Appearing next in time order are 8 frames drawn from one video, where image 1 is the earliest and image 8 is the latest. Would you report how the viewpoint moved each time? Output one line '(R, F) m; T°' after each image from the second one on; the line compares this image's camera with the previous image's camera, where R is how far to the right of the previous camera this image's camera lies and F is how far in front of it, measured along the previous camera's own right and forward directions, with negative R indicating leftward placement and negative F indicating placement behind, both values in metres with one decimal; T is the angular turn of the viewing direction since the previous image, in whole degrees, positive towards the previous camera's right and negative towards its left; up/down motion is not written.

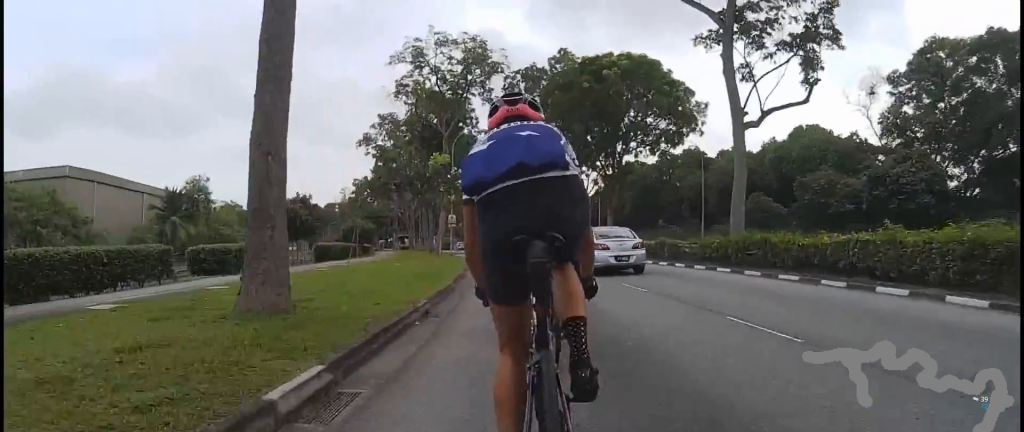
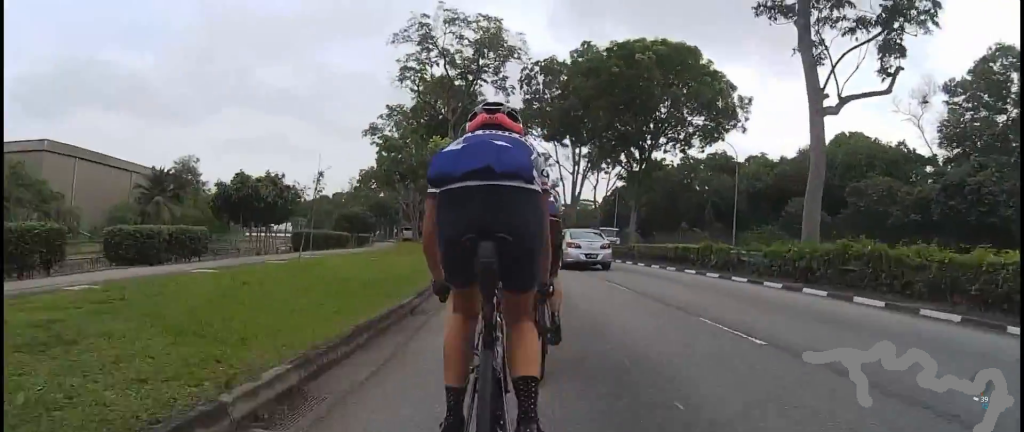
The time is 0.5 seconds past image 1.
(-0.1, +5.5) m; -2°
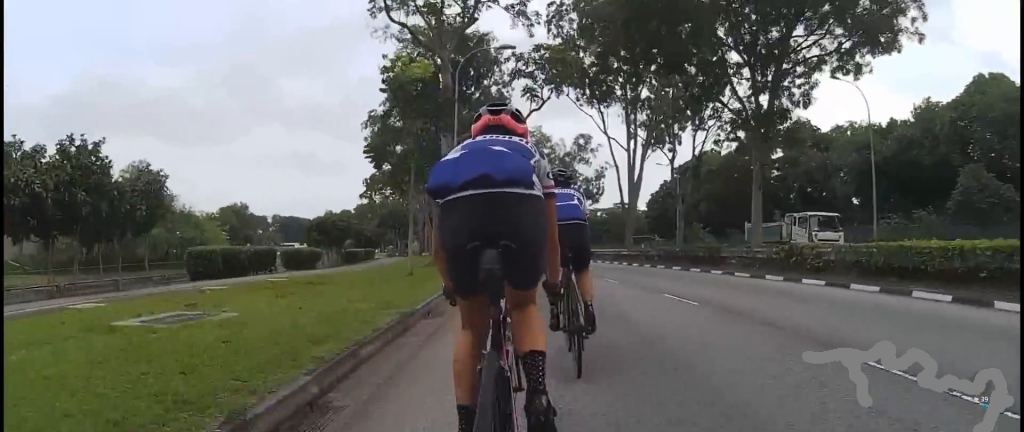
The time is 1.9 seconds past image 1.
(-1.7, +15.5) m; -7°
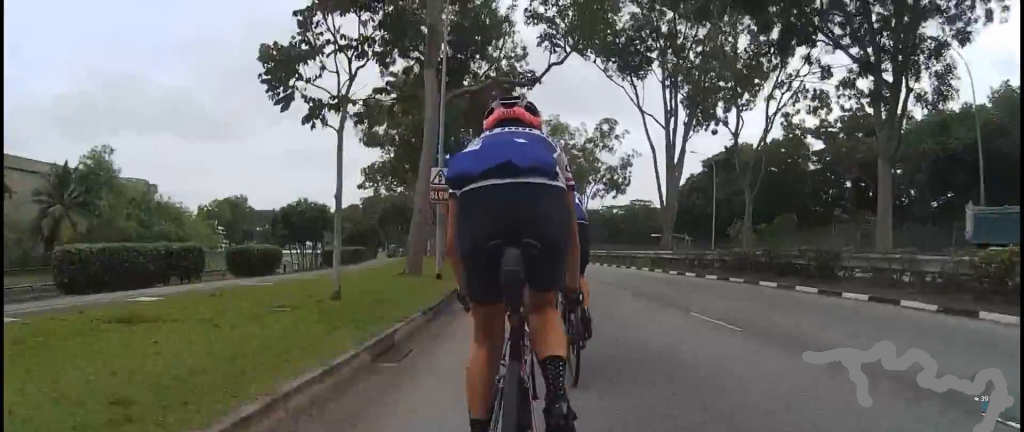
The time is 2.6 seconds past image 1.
(0.0, +7.7) m; +1°
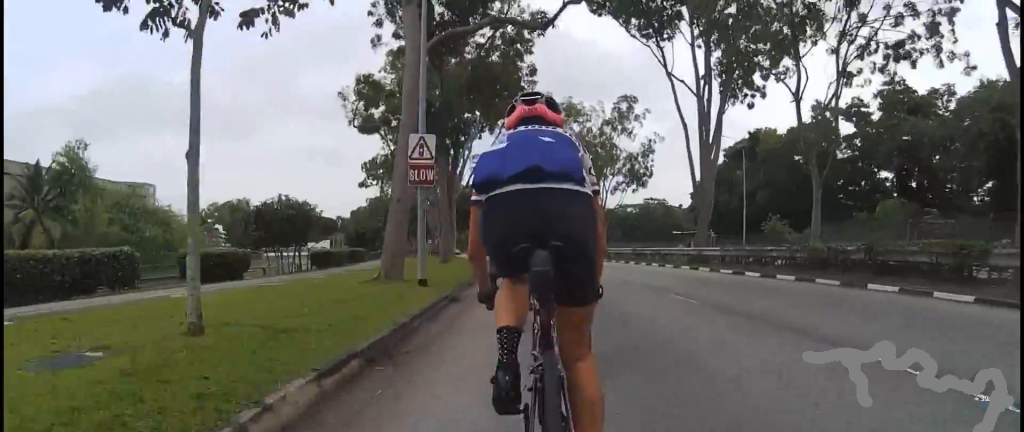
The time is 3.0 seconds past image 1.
(+0.1, +4.7) m; +1°
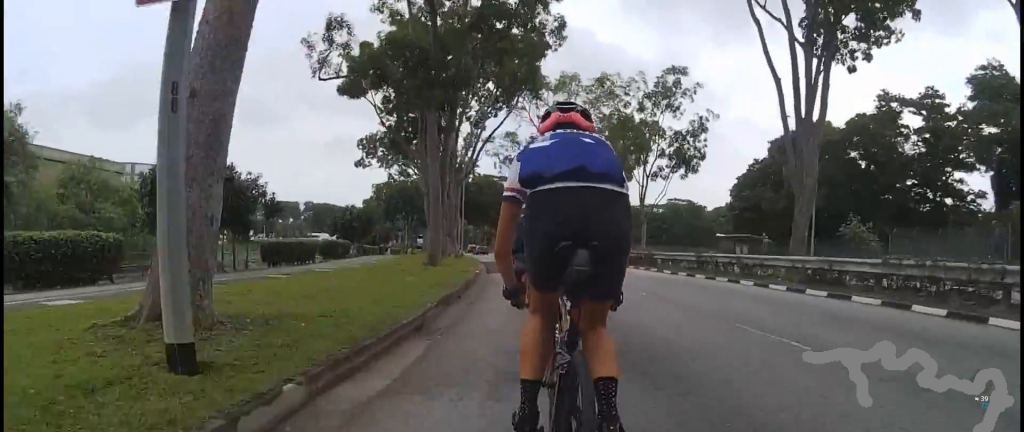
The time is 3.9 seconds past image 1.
(0.0, +9.3) m; -1°
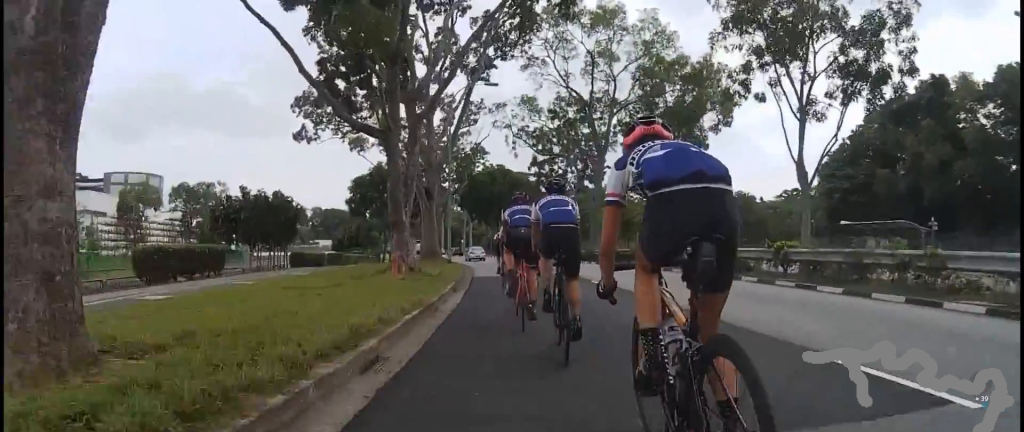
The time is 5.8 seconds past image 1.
(-2.1, +20.4) m; -8°
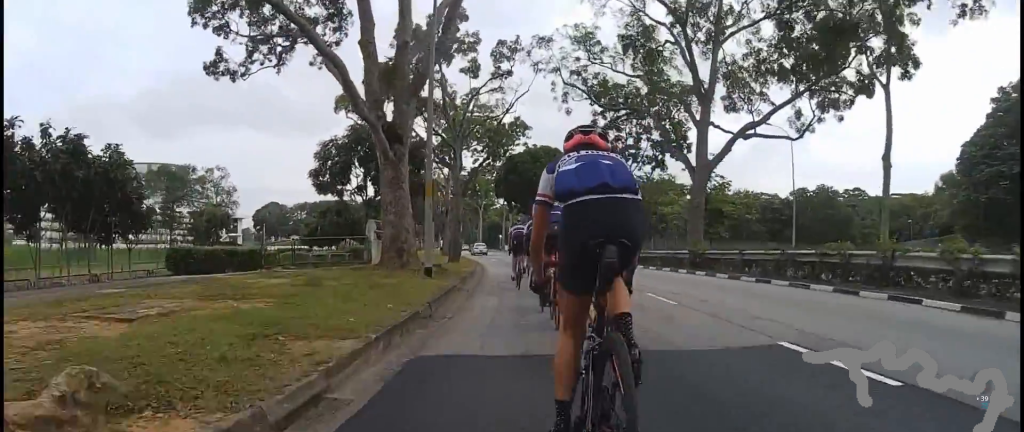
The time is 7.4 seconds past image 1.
(+0.5, +17.0) m; -2°
